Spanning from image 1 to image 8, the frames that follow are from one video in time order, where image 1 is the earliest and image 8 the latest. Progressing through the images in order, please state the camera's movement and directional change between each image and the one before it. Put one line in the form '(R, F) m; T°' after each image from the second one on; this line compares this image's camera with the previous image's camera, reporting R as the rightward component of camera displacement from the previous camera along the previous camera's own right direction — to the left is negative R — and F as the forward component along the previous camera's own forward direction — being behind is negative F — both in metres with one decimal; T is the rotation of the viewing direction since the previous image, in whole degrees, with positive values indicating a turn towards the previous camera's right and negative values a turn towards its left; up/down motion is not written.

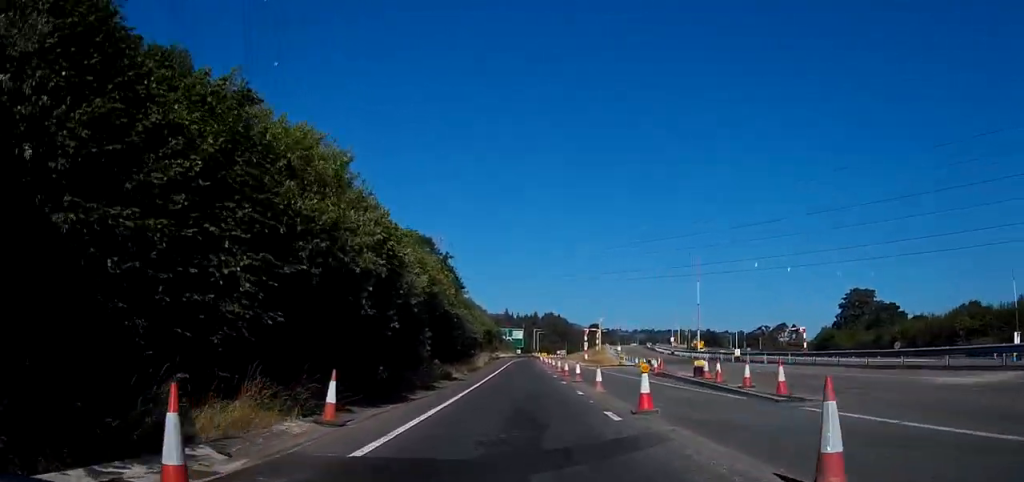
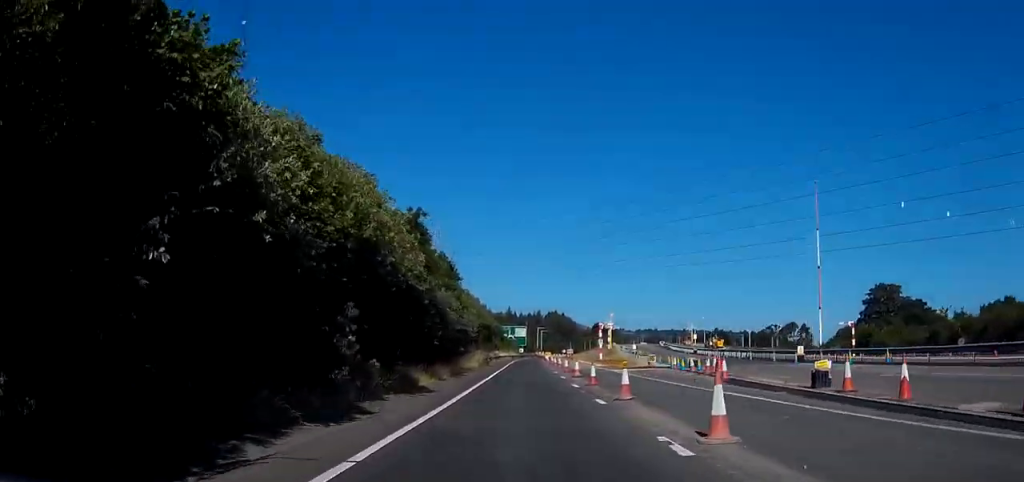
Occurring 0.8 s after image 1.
(0.0, +14.4) m; 0°
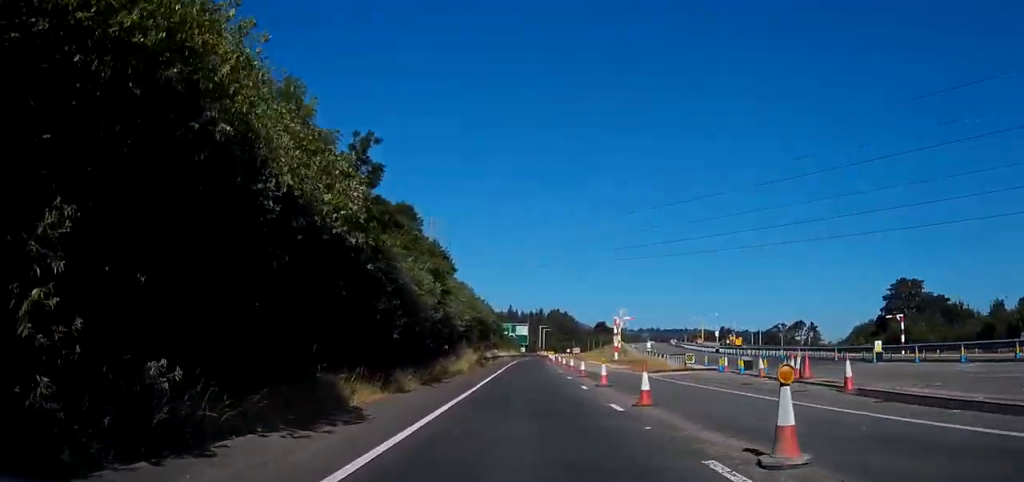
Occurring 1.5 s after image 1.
(0.0, +11.5) m; 0°
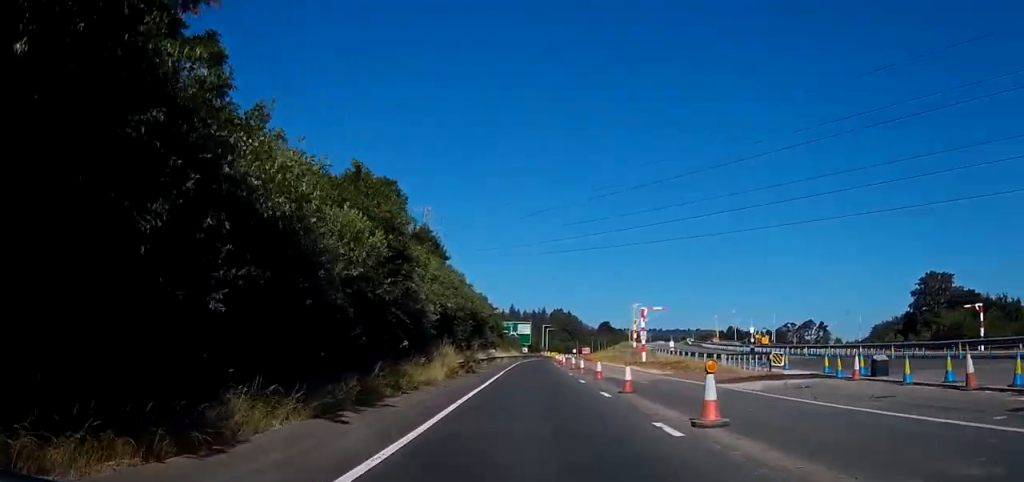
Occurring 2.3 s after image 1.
(-0.1, +14.4) m; -1°
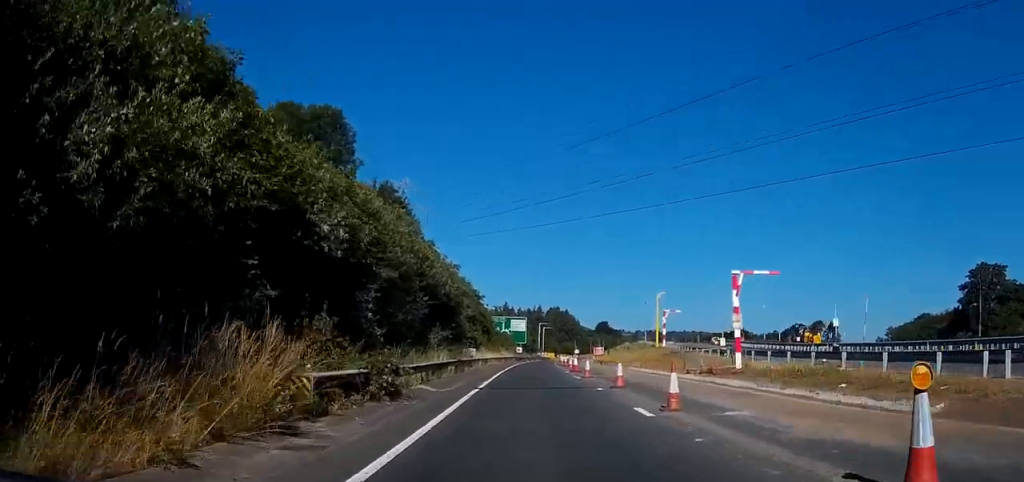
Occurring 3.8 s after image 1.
(-0.7, +24.5) m; -2°
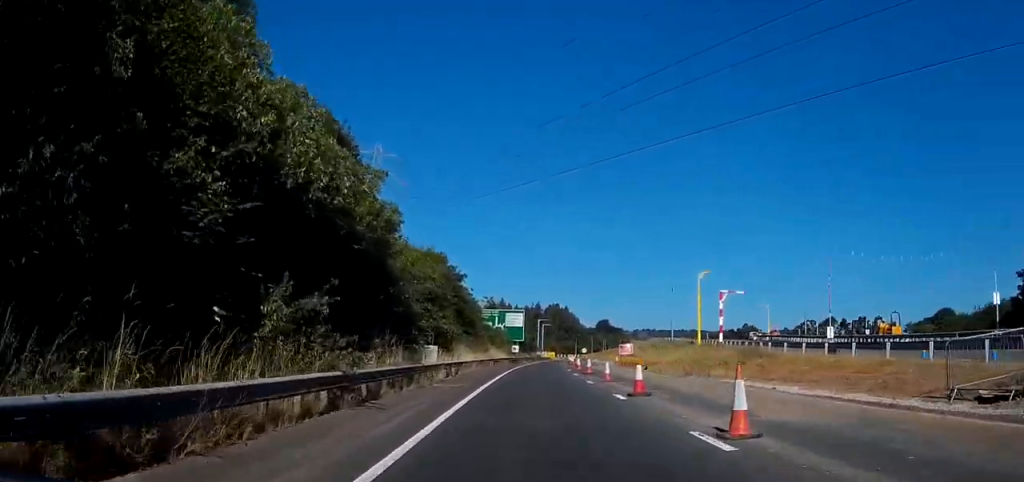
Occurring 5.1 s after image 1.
(-0.1, +23.3) m; 0°
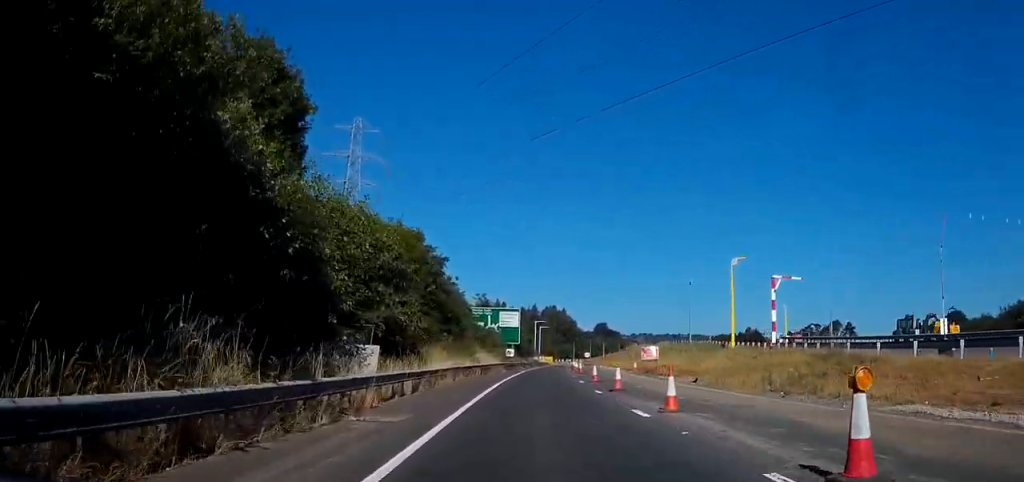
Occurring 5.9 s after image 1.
(0.0, +12.7) m; +1°
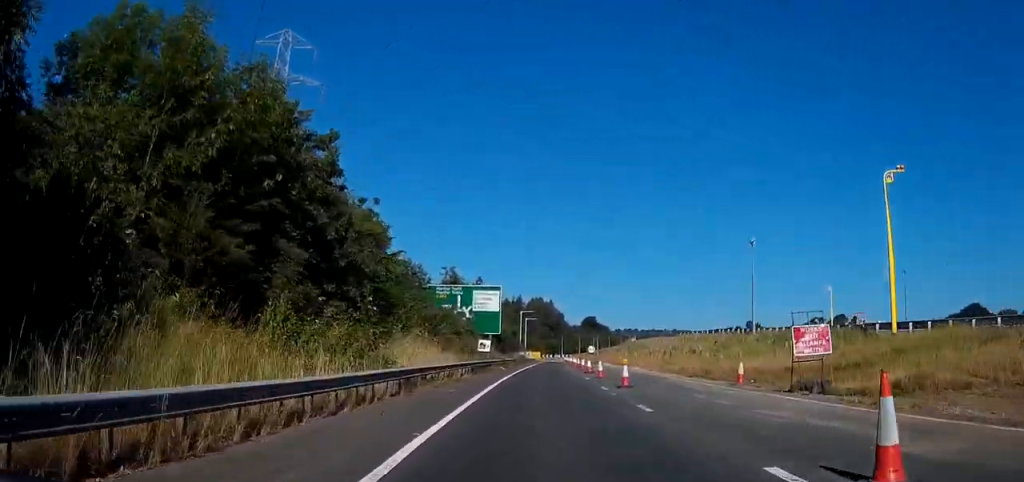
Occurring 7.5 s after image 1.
(+0.8, +28.7) m; +3°
